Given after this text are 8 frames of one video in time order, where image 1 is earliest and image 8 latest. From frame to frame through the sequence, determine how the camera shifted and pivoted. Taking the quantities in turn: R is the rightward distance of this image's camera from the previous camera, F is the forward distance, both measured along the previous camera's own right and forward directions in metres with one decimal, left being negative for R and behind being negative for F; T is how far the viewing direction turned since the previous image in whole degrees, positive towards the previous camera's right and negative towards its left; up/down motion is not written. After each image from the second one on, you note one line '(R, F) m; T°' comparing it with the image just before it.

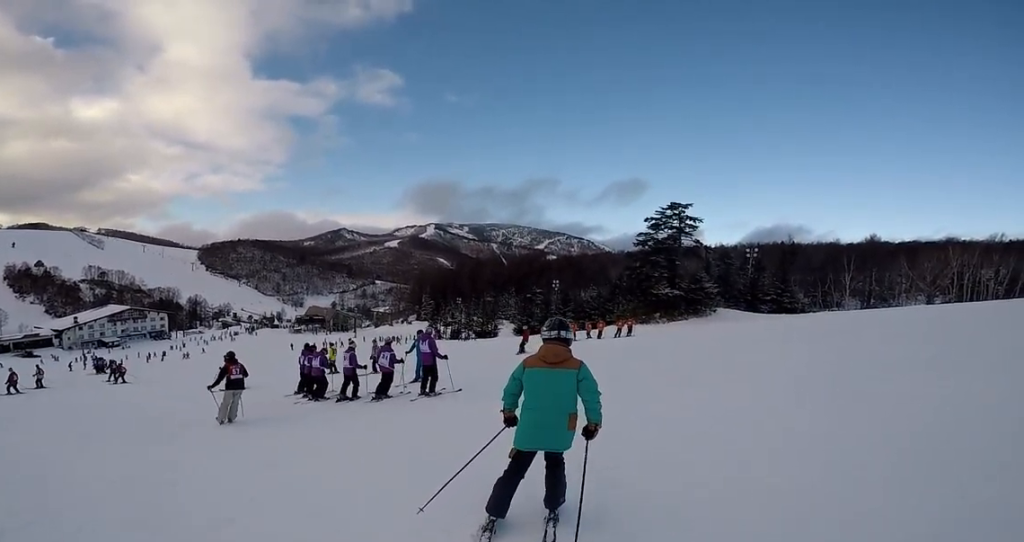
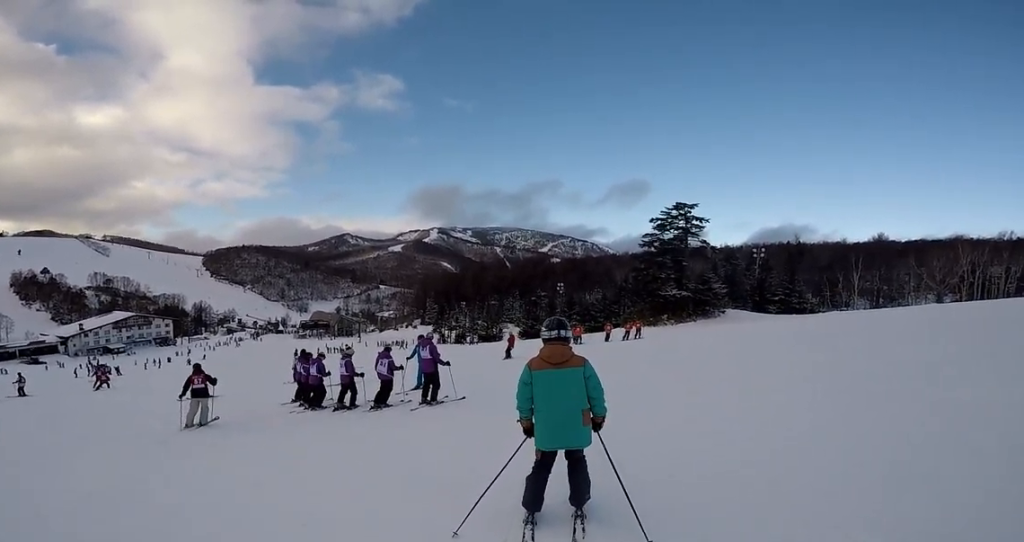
(0.0, +0.7) m; 0°
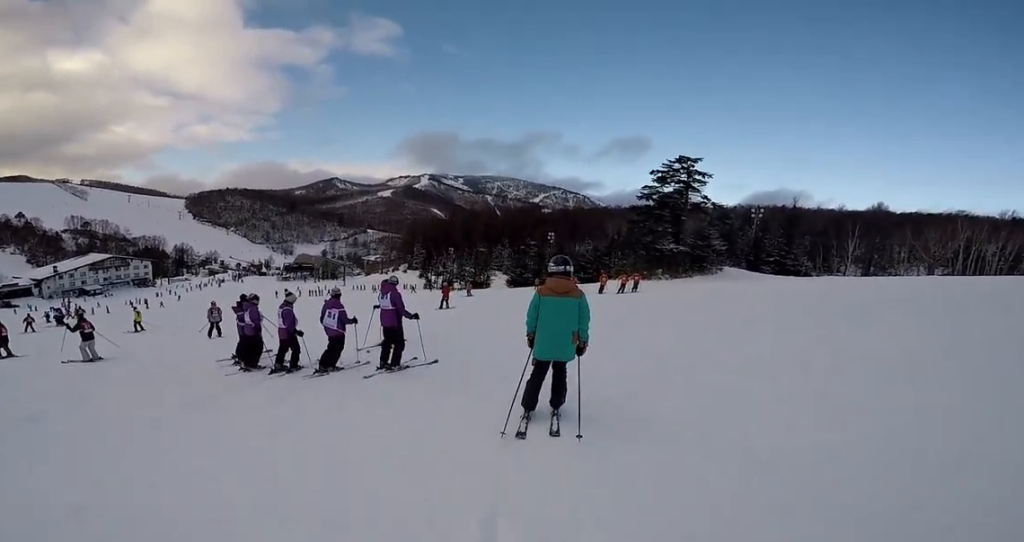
(0.0, +2.5) m; 0°
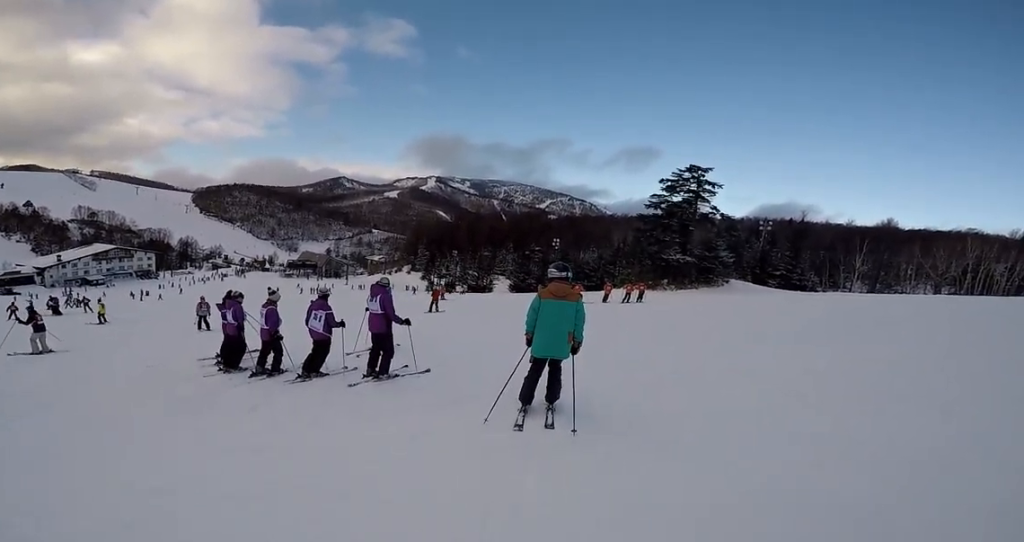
(0.0, +0.7) m; 0°
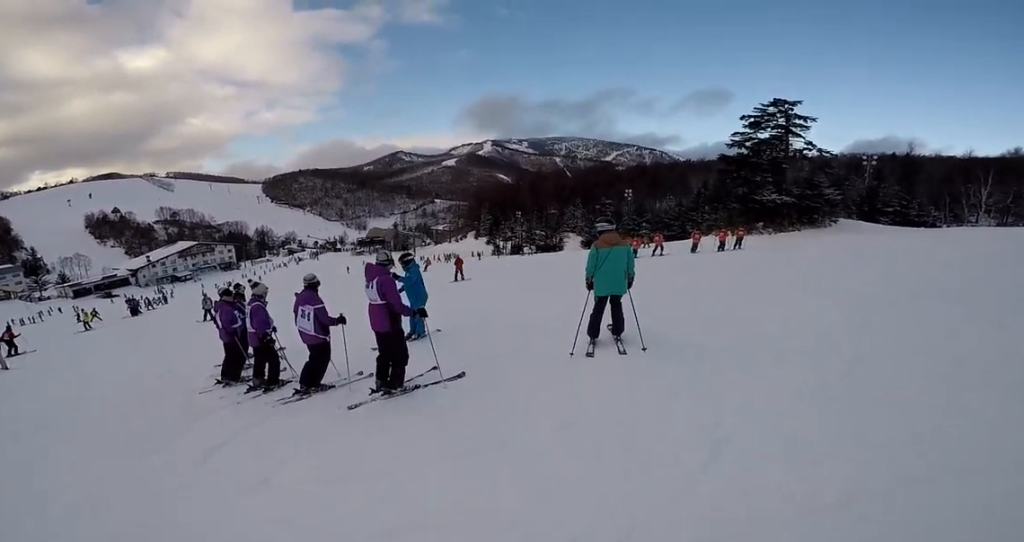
(0.0, +2.6) m; -1°
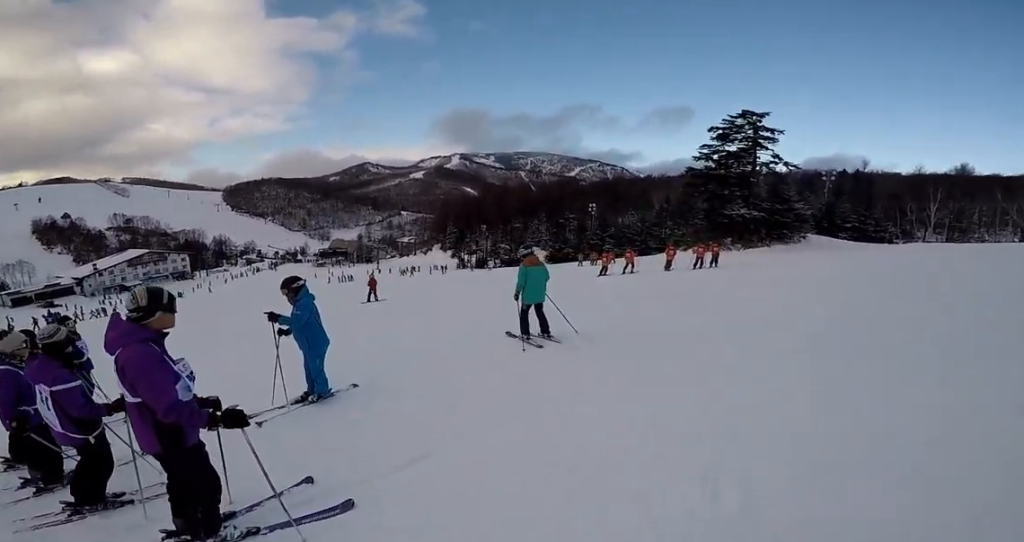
(-0.1, +3.4) m; -15°
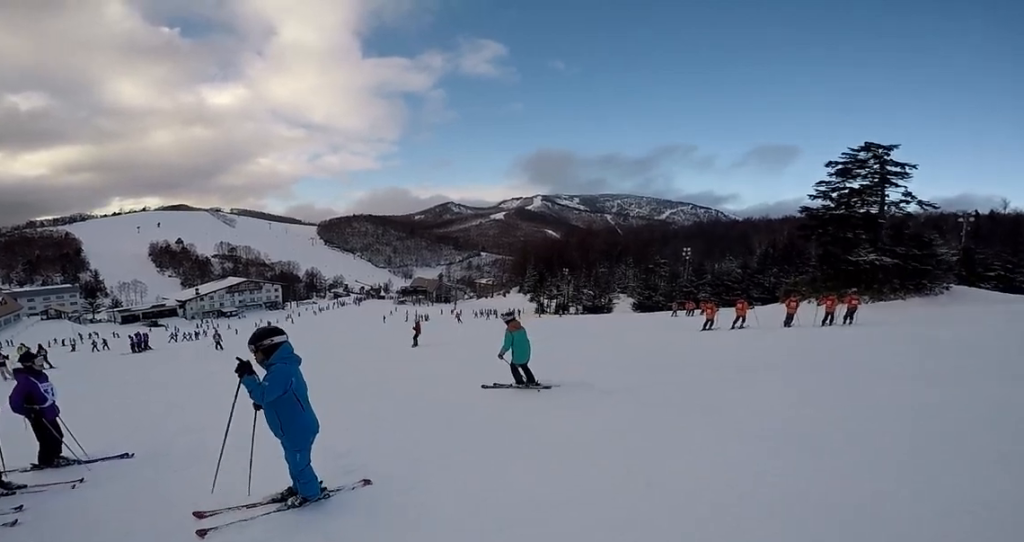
(-0.4, +2.7) m; -16°
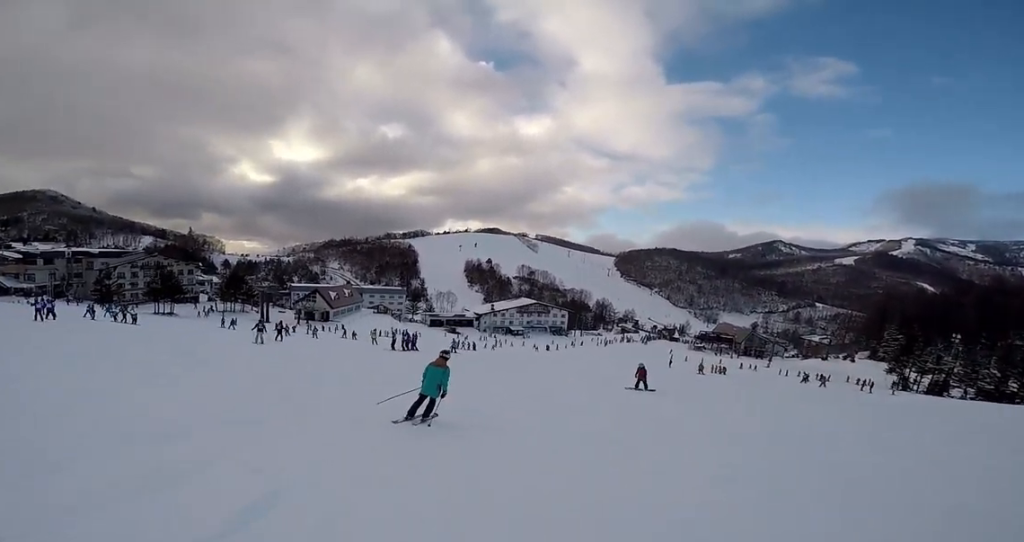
(-2.0, +6.5) m; -38°
